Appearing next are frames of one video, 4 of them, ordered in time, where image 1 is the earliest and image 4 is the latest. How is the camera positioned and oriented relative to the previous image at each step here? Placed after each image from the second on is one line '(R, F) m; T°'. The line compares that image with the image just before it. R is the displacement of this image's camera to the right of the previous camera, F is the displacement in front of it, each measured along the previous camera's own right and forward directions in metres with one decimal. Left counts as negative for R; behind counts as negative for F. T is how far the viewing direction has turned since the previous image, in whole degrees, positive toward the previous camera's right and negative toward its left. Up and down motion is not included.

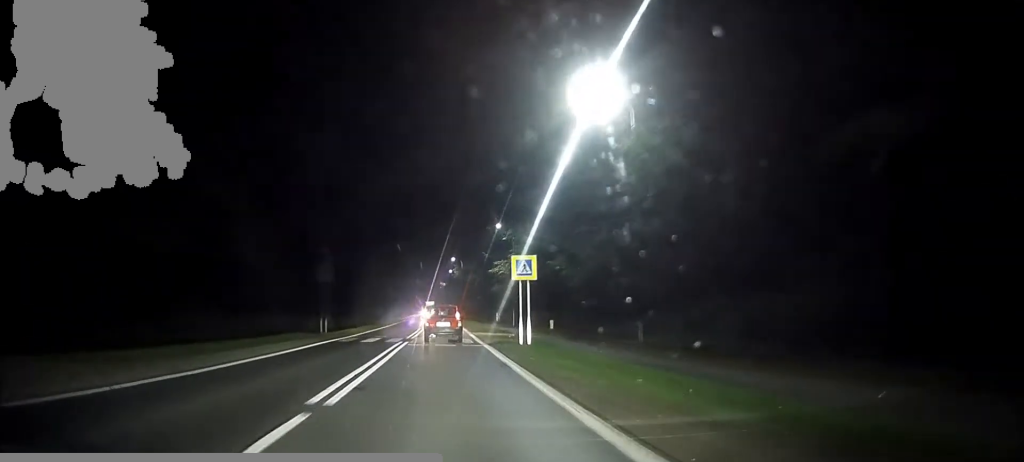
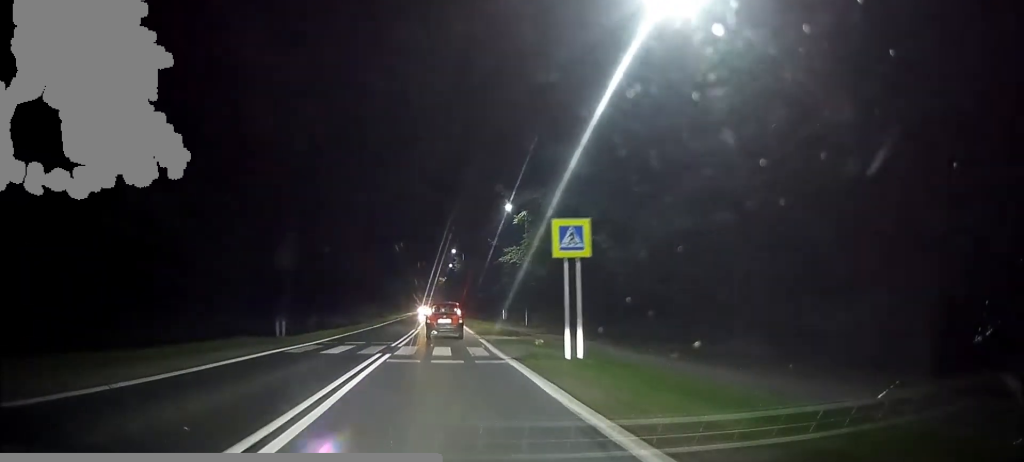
(0.0, +9.6) m; 0°
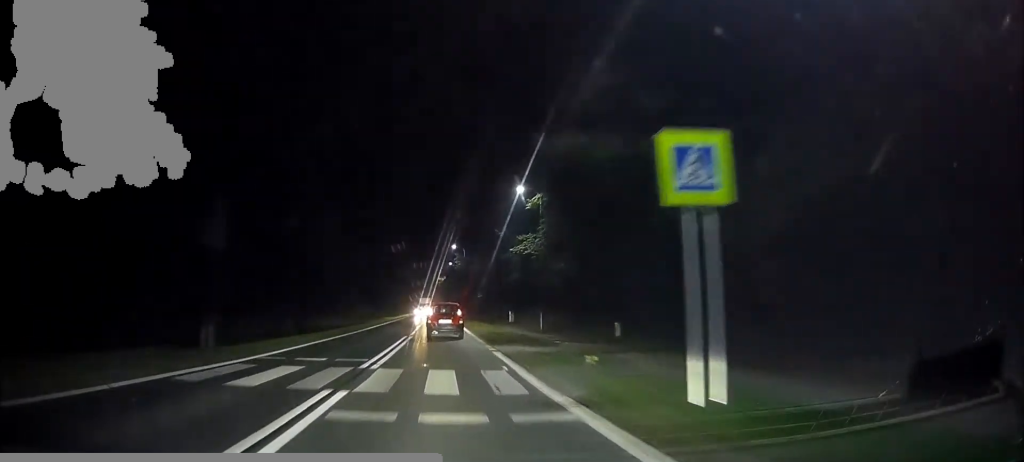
(0.0, +8.4) m; 0°
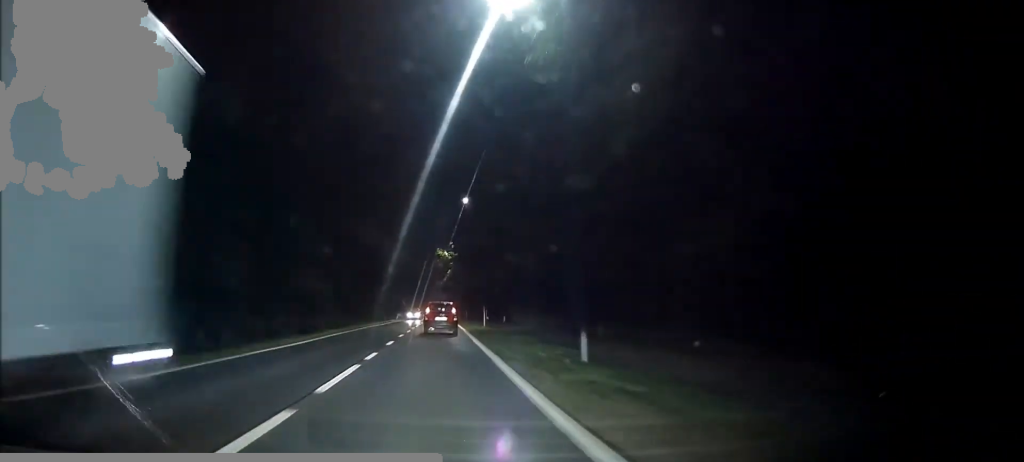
(-0.4, +73.3) m; -1°
